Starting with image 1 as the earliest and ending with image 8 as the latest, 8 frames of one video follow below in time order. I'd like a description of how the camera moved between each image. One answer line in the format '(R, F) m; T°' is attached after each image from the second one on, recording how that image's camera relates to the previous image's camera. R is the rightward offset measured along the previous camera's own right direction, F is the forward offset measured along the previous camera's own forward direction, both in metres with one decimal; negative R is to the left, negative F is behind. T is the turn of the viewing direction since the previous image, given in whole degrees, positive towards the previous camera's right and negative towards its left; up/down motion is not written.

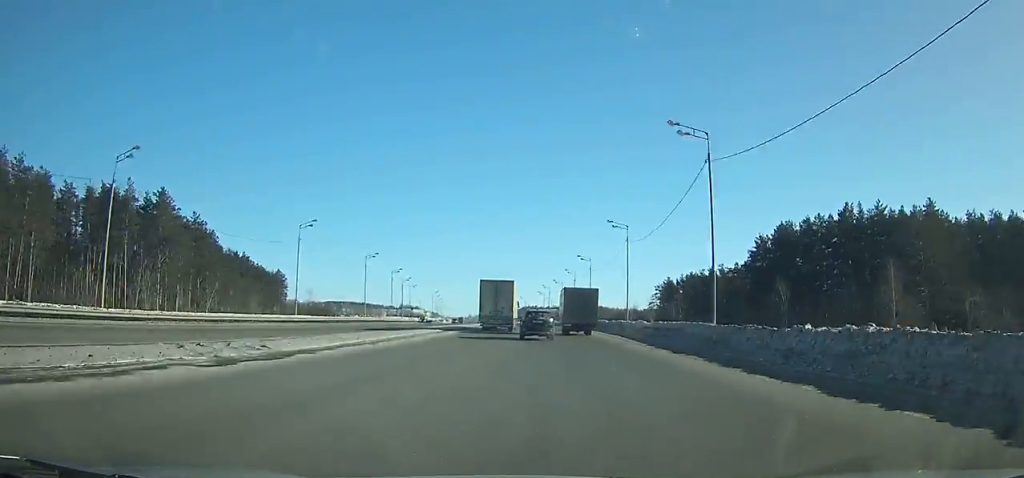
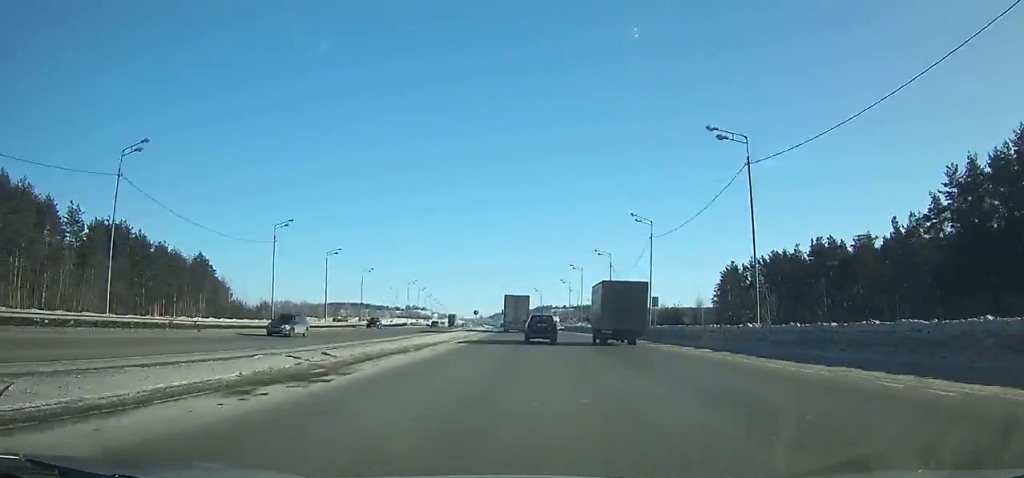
(-1.6, +62.1) m; -3°
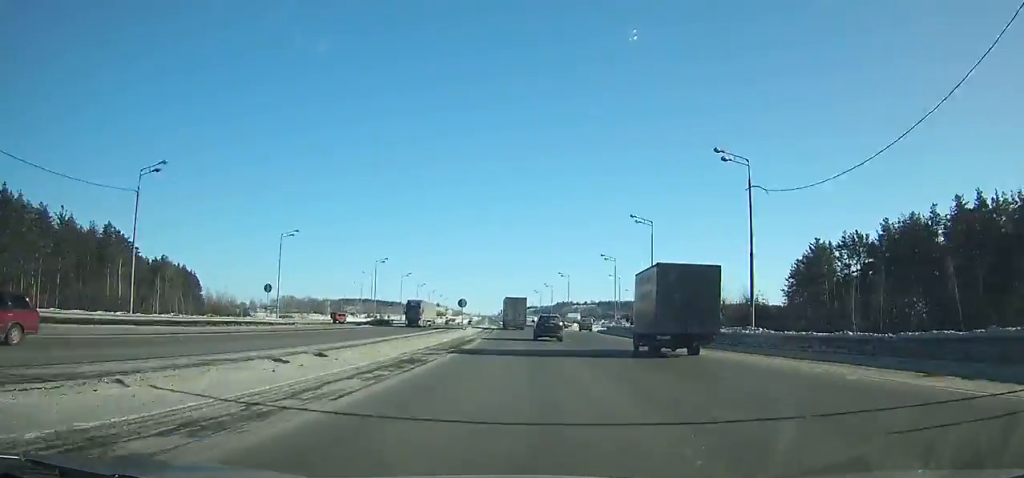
(-0.5, +44.1) m; -1°
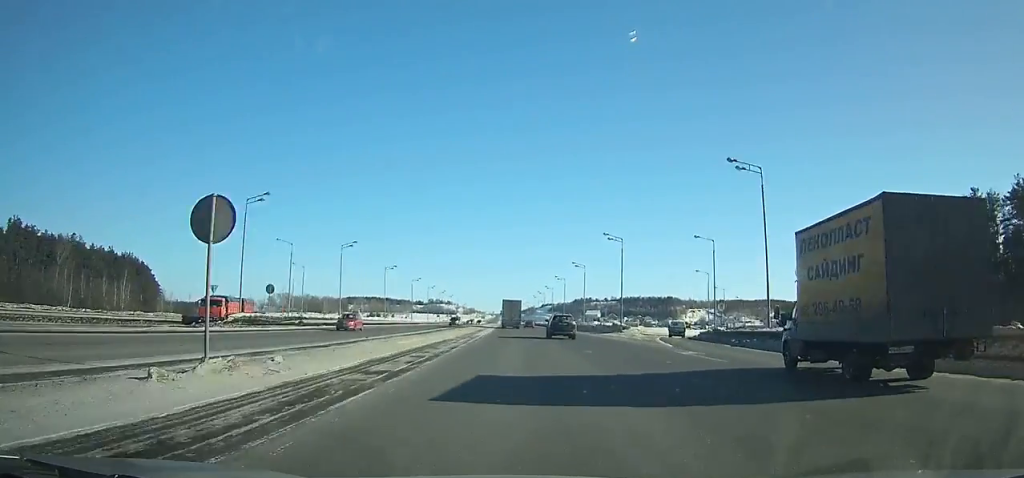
(-0.7, +49.1) m; -1°
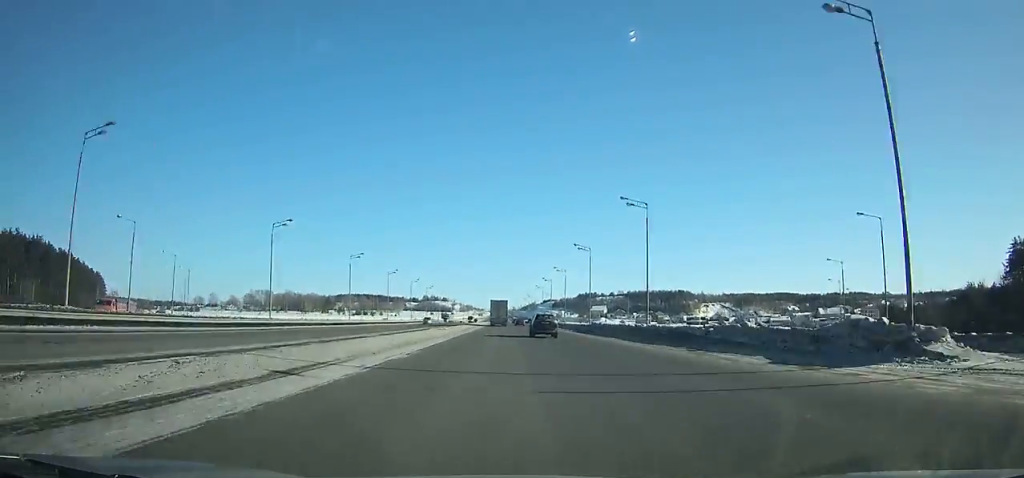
(-0.3, +47.8) m; -1°
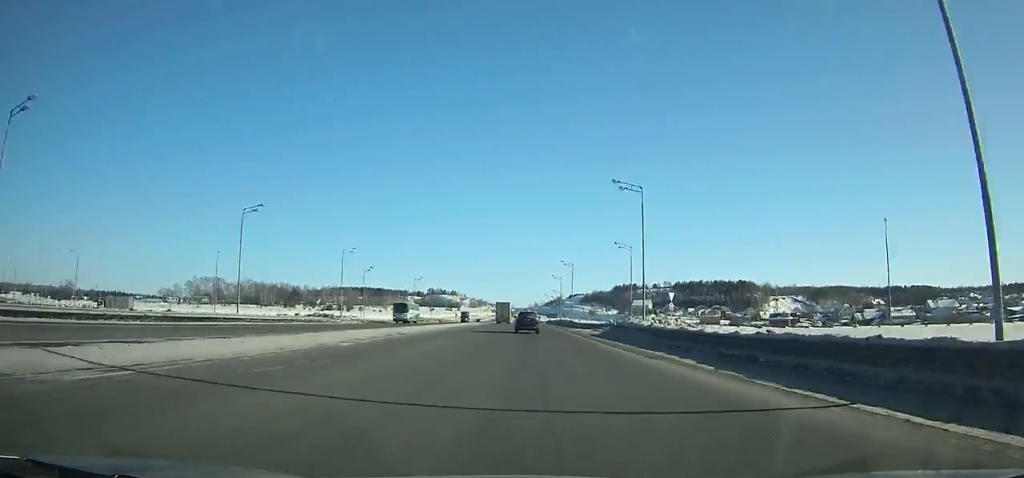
(-2.0, +122.2) m; -2°
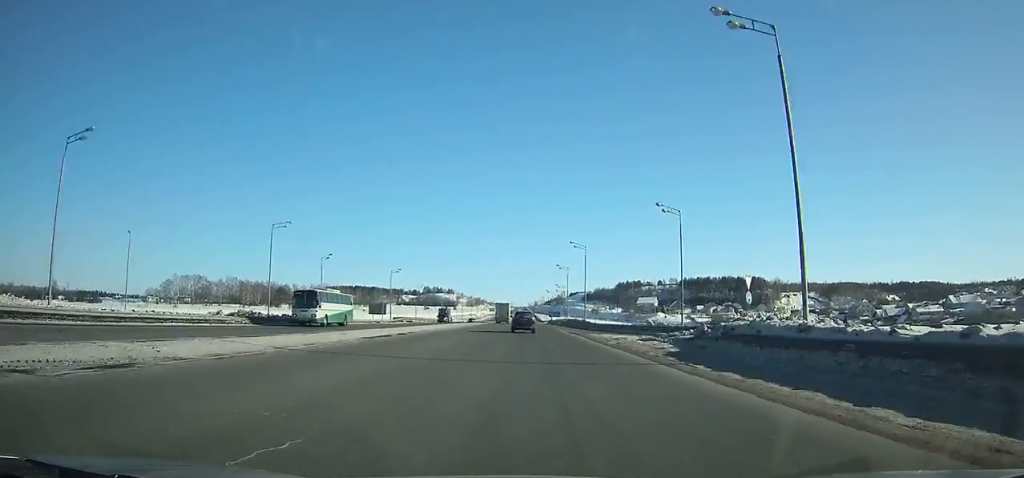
(0.0, +24.0) m; 0°
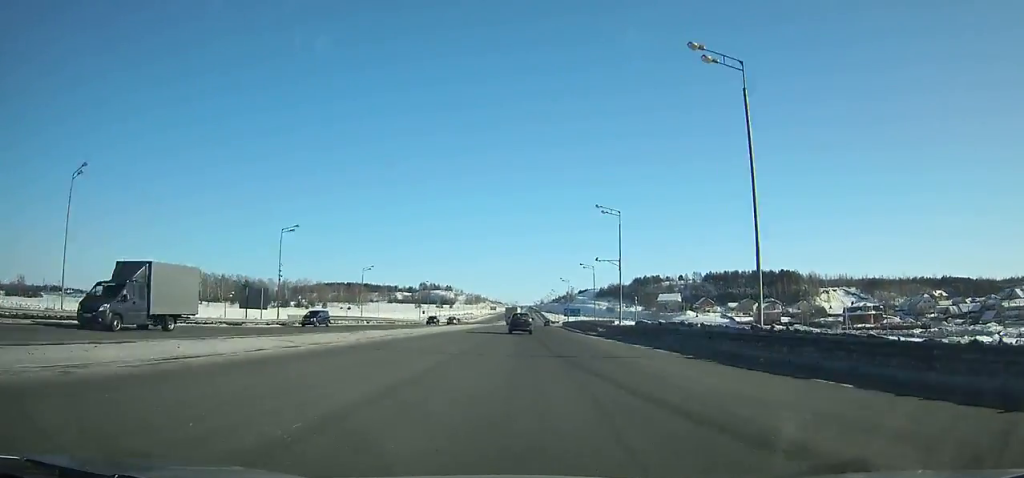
(-0.2, +57.3) m; 0°
